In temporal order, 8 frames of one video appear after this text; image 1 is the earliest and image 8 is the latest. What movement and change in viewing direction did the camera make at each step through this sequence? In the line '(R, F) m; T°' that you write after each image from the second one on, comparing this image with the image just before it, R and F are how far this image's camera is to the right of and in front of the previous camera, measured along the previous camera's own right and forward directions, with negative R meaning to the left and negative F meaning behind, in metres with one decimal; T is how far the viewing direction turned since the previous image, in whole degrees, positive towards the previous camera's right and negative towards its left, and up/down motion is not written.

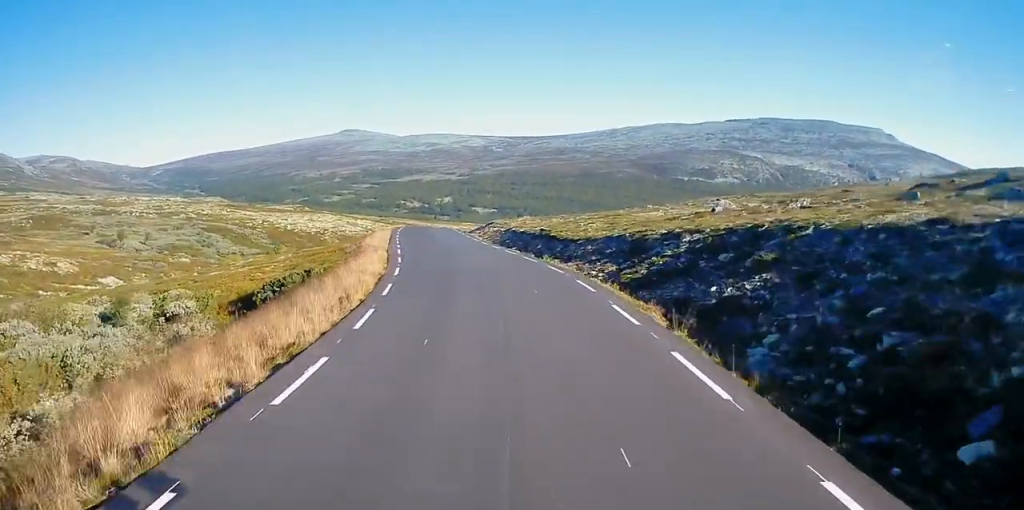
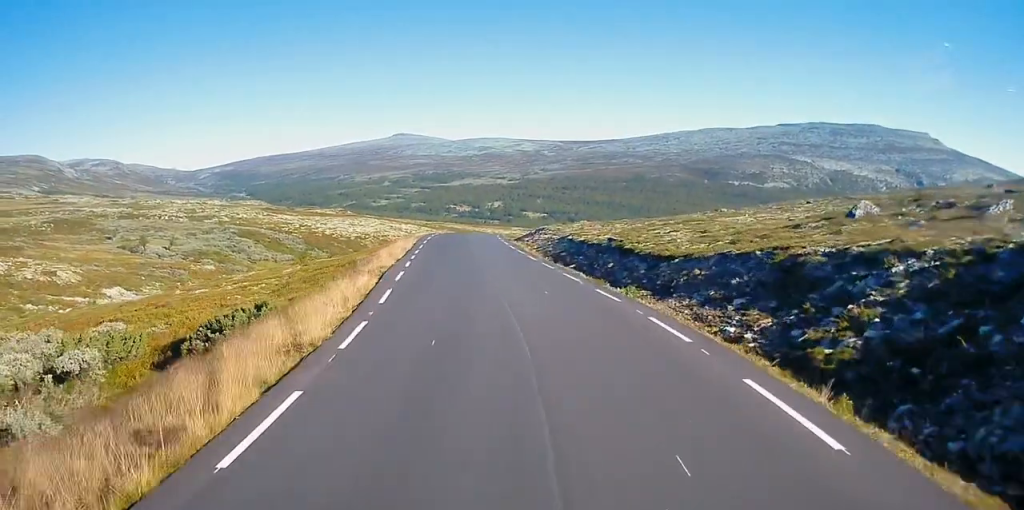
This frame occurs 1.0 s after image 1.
(-0.3, +14.4) m; -4°
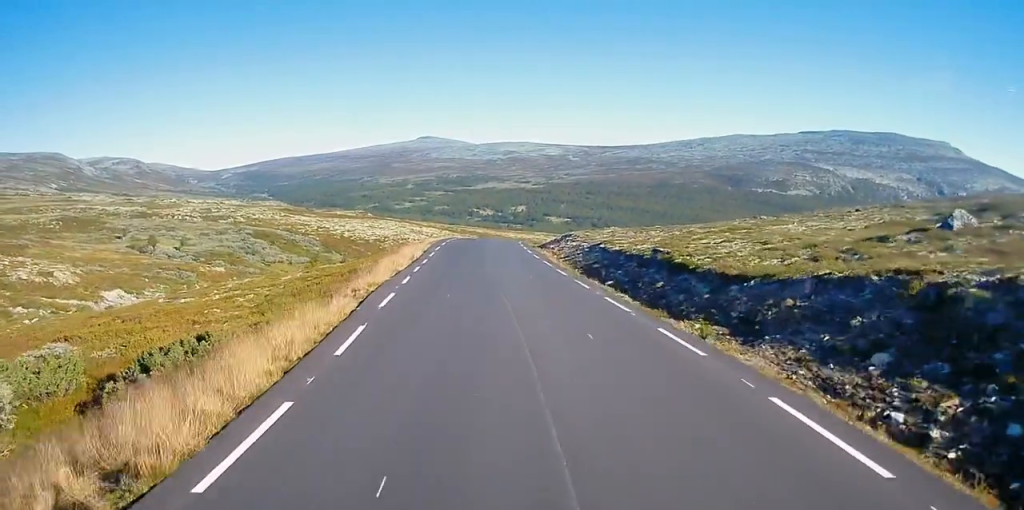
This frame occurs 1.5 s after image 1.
(-0.2, +6.7) m; -2°
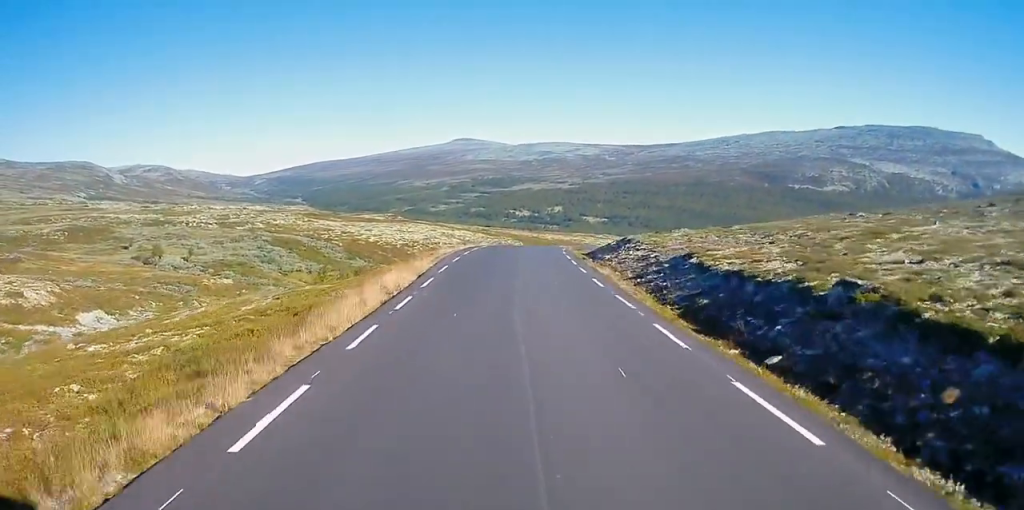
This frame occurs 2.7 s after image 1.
(-0.7, +16.8) m; -2°
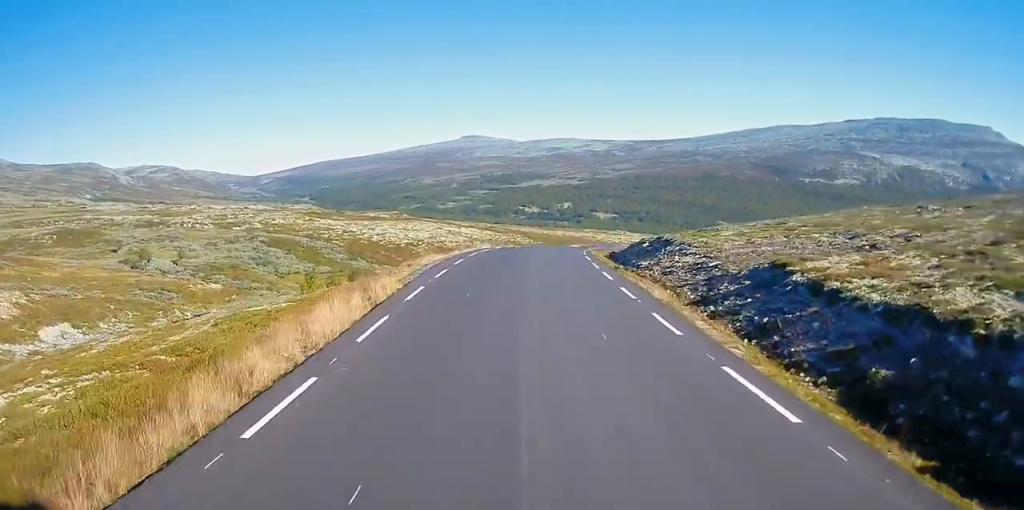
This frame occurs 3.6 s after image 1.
(0.0, +11.3) m; +1°
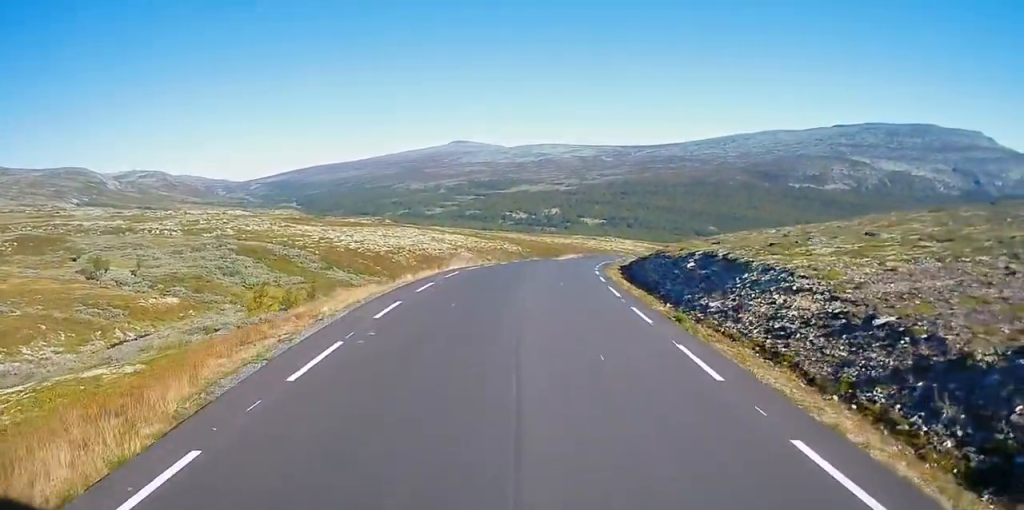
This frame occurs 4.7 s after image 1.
(+0.2, +15.8) m; +1°
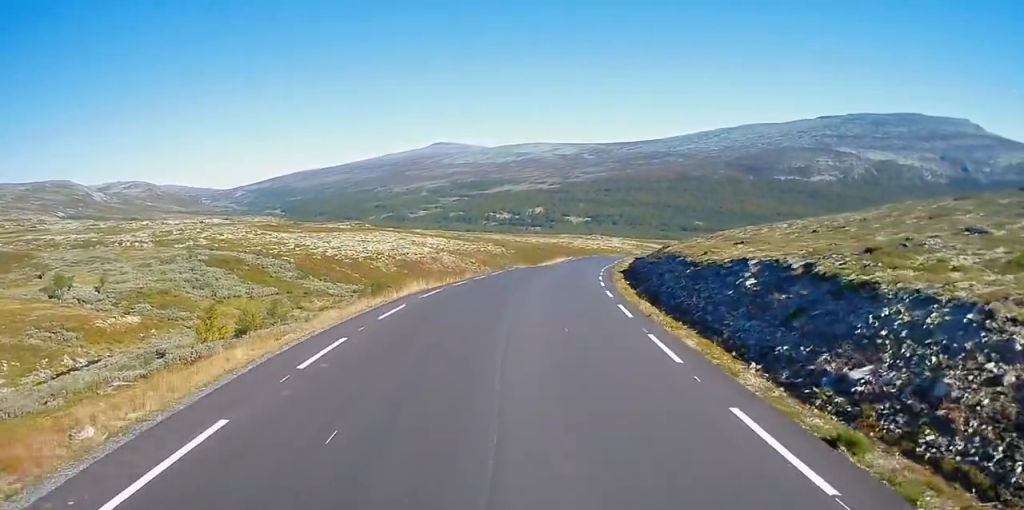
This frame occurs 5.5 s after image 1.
(-0.1, +10.7) m; 0°
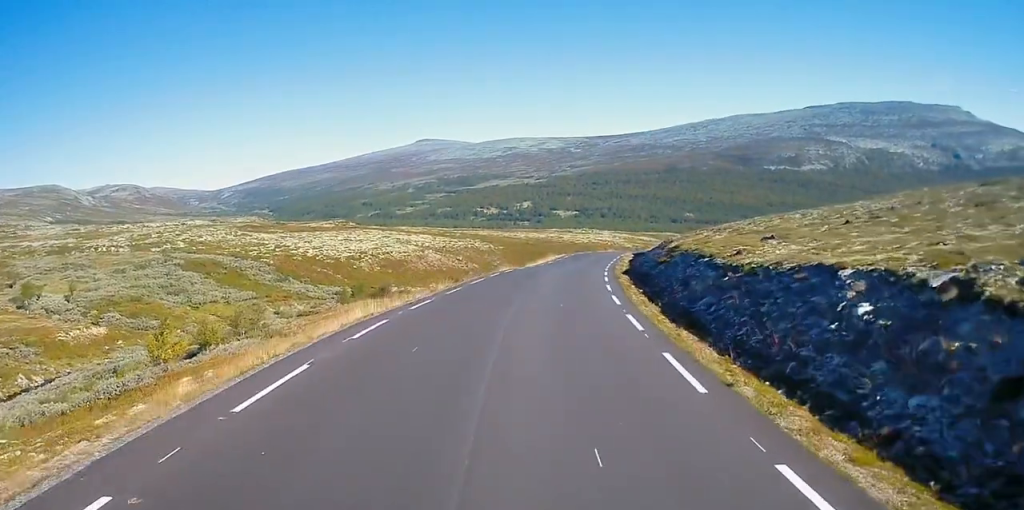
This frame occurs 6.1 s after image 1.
(+0.1, +8.4) m; +1°
